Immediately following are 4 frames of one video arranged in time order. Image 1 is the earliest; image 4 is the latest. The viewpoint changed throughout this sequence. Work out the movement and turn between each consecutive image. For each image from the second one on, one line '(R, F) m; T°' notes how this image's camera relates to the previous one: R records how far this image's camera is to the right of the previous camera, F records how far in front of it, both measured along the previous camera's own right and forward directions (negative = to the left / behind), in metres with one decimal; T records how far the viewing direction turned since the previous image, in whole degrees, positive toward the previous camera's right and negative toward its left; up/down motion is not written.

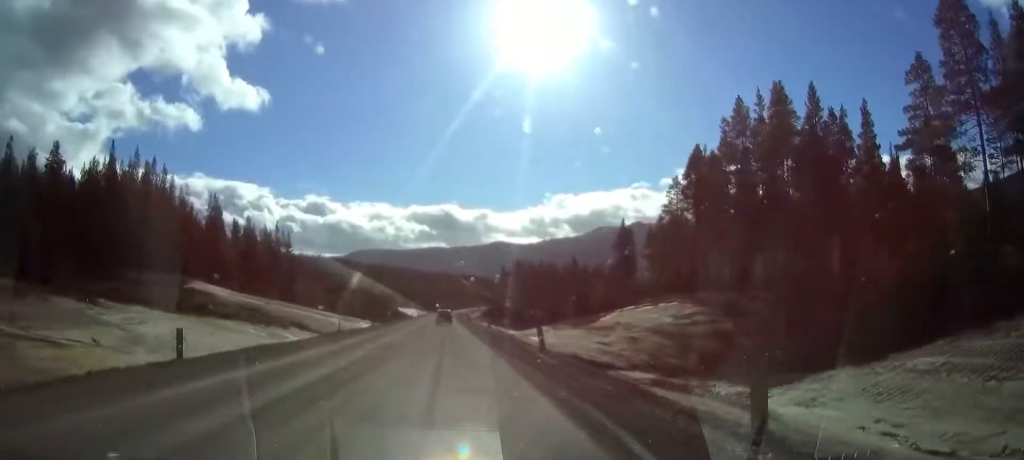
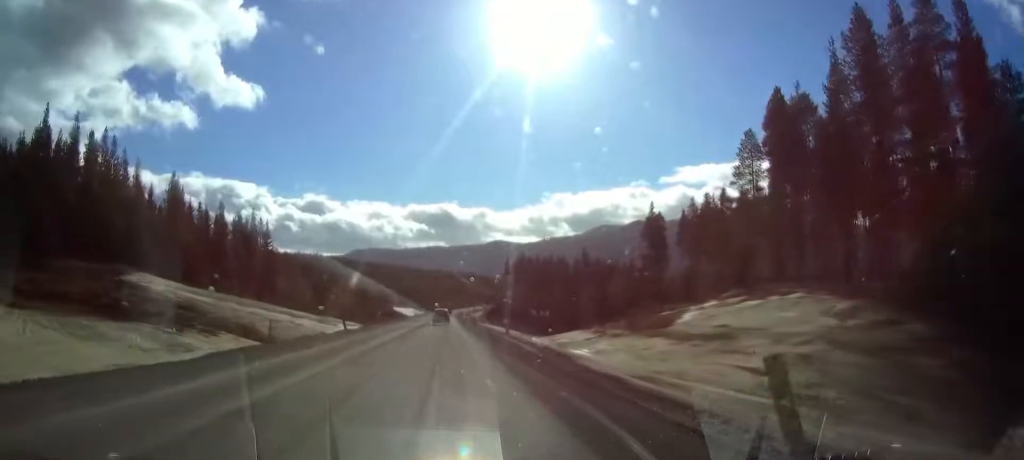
(0.0, +19.5) m; 0°
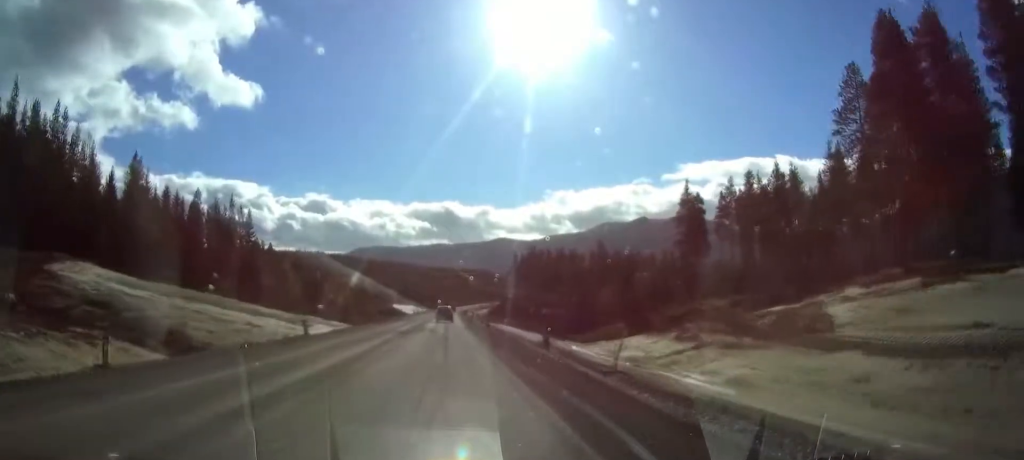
(-0.1, +15.9) m; 0°
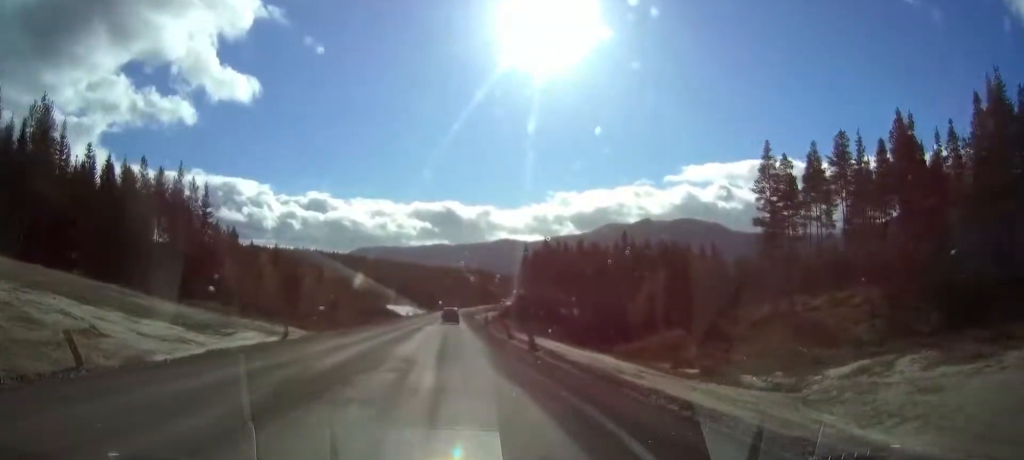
(0.0, +25.9) m; +1°
